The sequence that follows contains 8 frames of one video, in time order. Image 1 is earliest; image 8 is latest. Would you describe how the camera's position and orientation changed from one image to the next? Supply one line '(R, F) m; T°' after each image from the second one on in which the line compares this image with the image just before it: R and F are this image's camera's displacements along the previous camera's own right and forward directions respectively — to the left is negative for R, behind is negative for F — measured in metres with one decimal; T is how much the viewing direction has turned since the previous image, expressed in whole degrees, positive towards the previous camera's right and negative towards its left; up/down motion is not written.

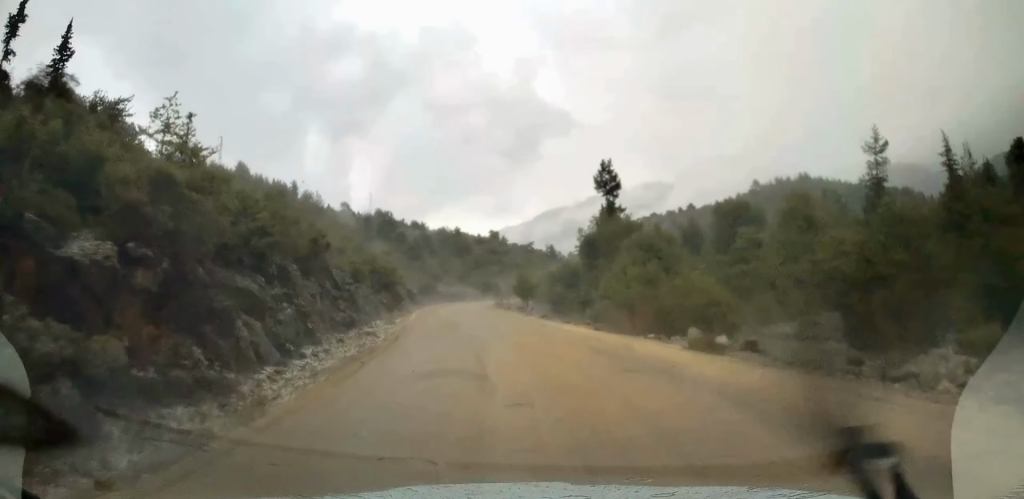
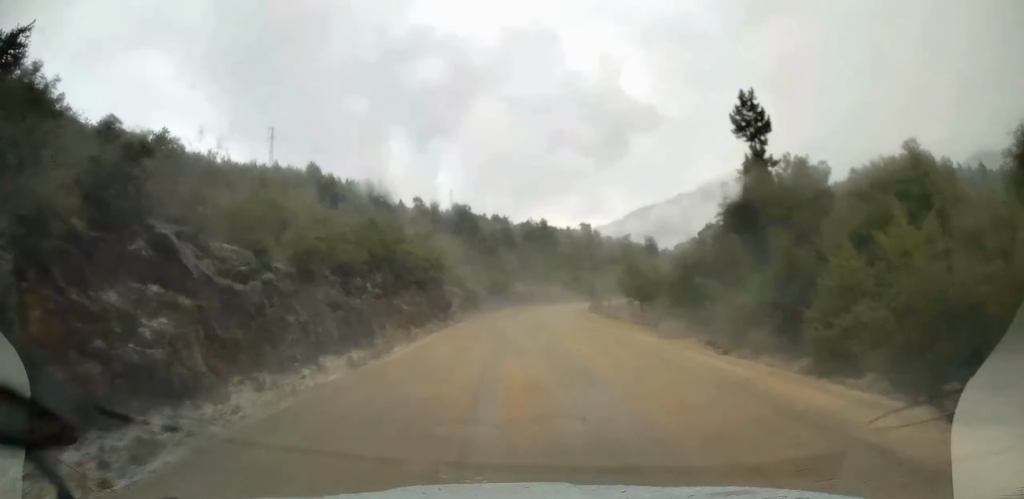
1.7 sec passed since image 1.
(-1.8, +20.9) m; -9°
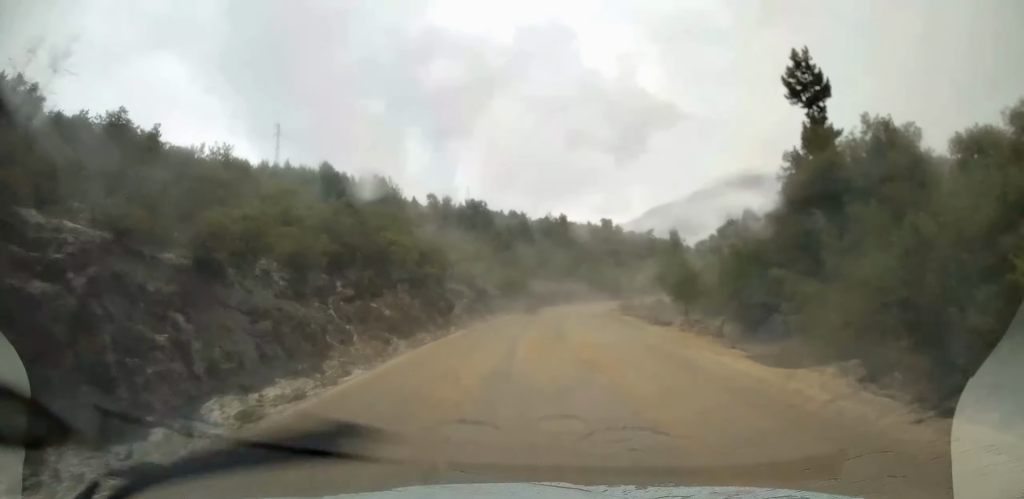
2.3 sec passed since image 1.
(-0.2, +7.0) m; -1°
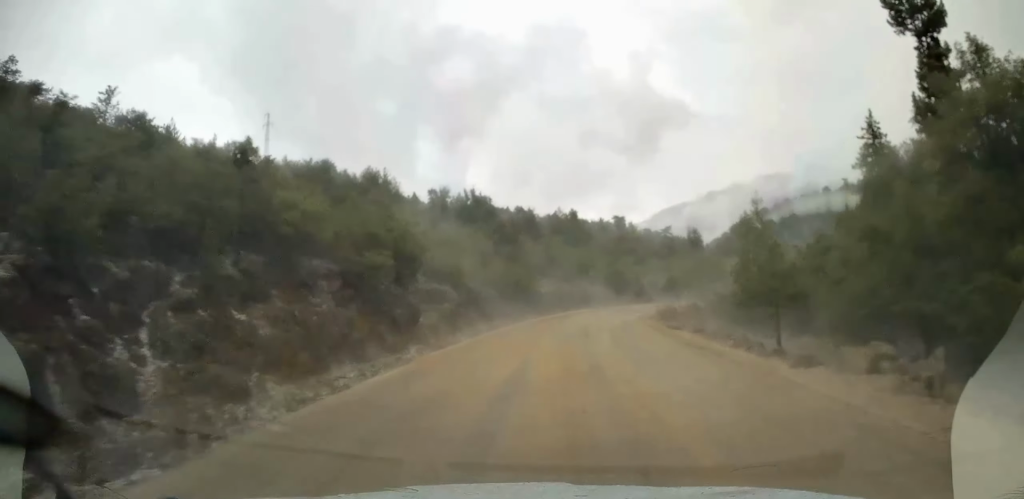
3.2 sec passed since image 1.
(-0.1, +11.4) m; 0°
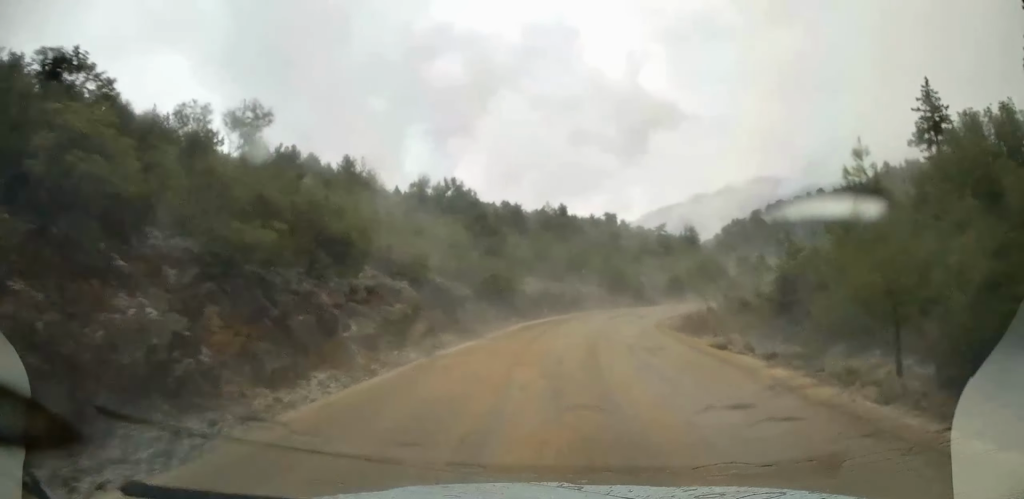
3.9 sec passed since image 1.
(0.0, +8.0) m; +1°
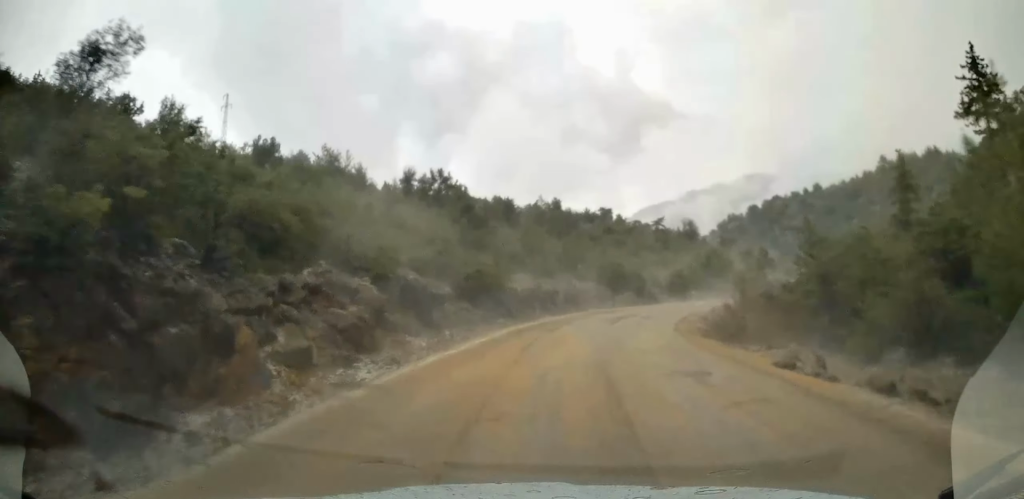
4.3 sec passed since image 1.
(0.0, +5.1) m; +1°
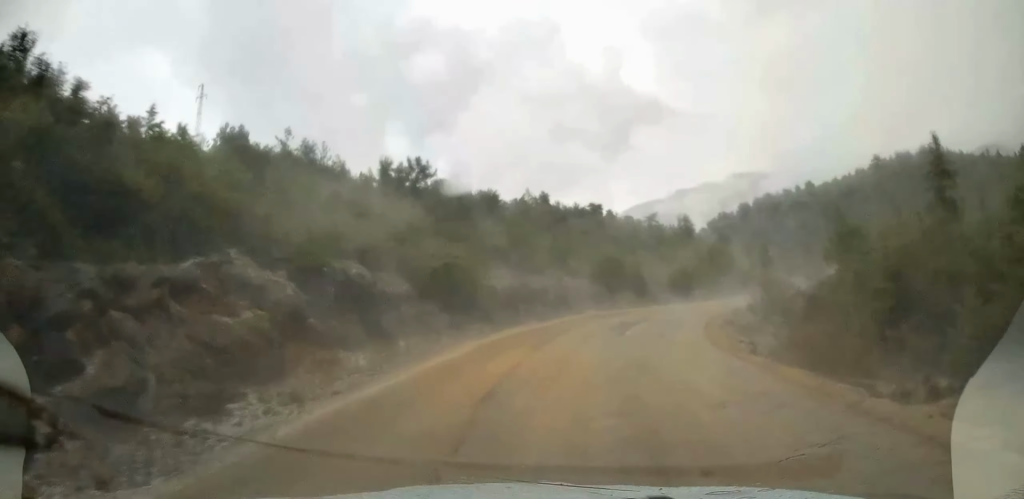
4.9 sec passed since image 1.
(+0.1, +6.4) m; +2°
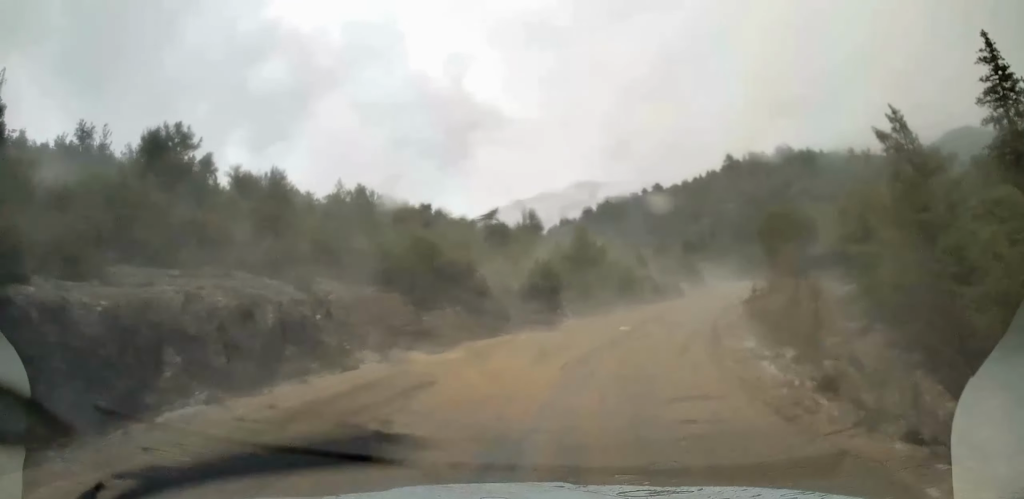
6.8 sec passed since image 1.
(+2.3, +20.5) m; +15°
